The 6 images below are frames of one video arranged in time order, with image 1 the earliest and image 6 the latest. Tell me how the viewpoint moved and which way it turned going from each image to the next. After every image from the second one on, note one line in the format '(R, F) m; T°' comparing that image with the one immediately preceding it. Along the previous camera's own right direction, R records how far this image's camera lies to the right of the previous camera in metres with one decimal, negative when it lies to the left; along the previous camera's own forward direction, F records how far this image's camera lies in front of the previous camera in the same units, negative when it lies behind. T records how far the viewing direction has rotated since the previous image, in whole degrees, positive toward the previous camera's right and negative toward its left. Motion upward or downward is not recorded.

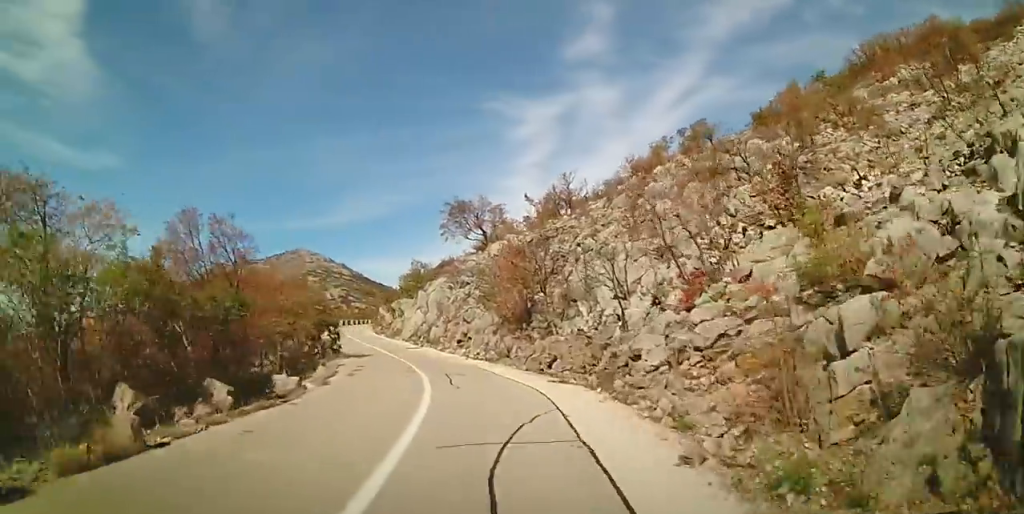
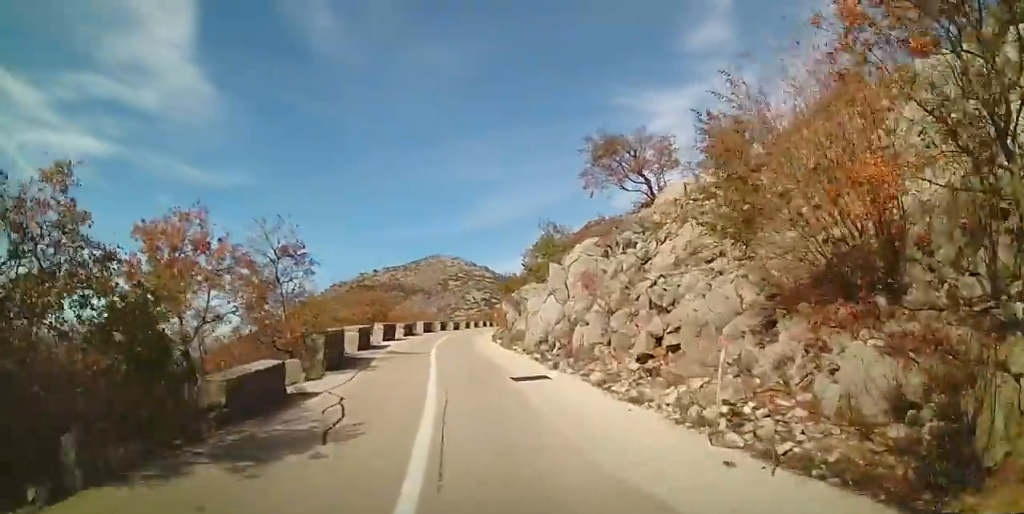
(-2.0, +16.8) m; -16°
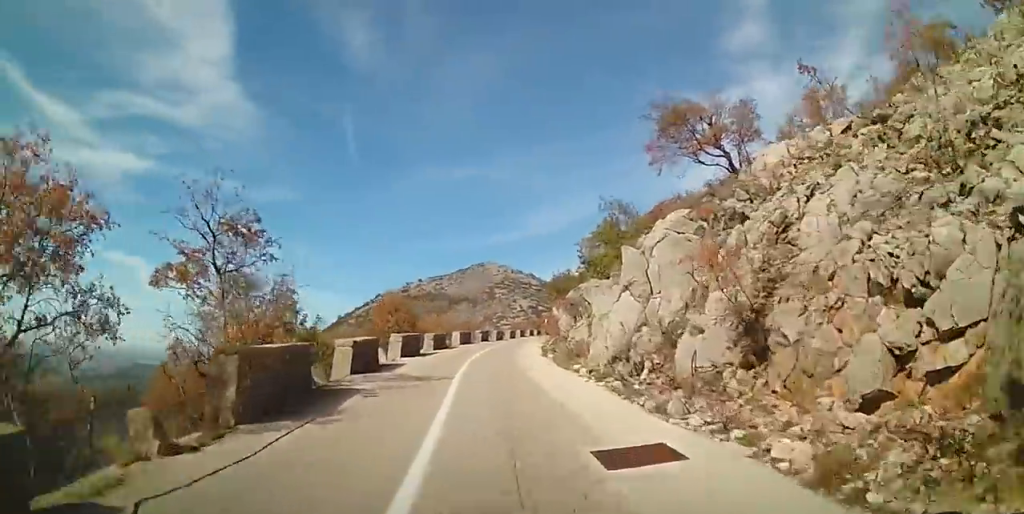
(-0.5, +6.5) m; -7°
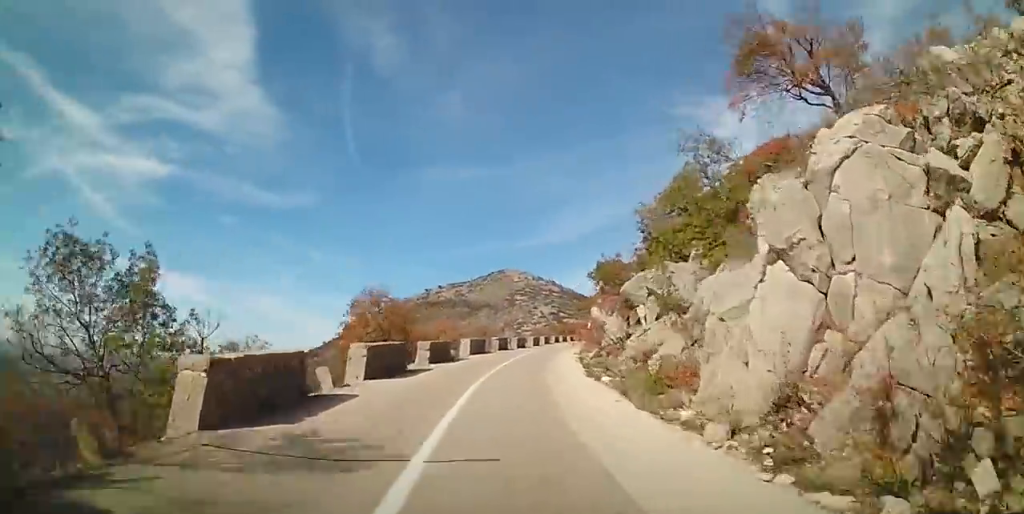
(-0.4, +8.5) m; -3°
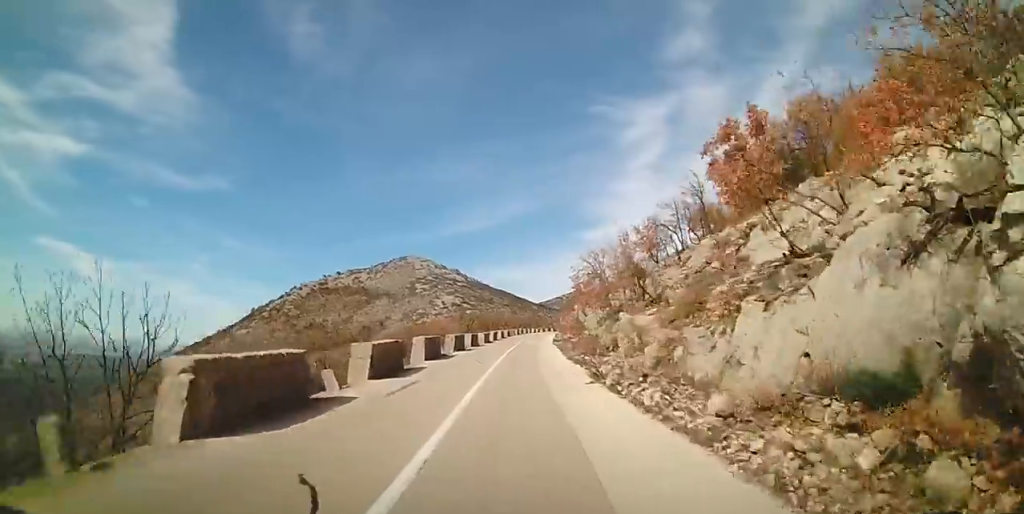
(+0.9, +36.1) m; +7°
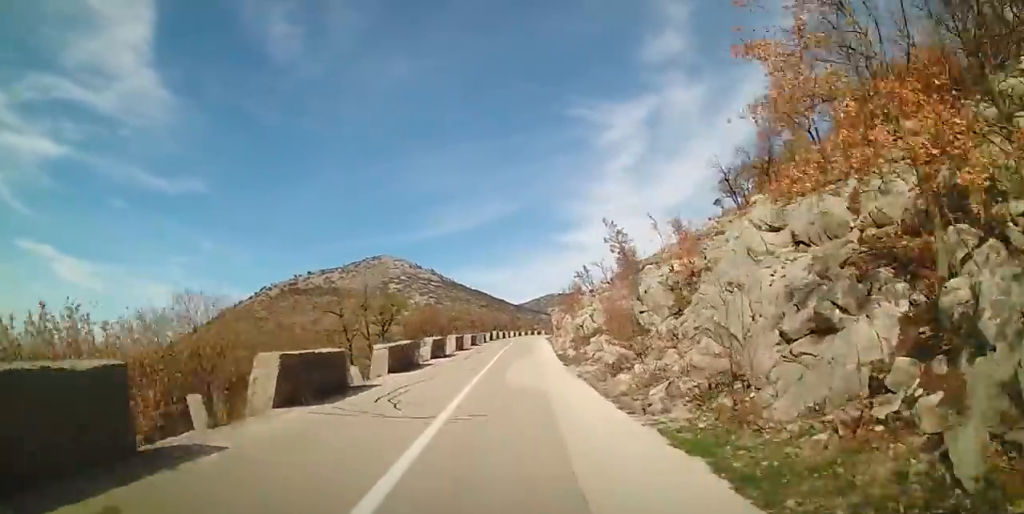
(+1.1, +25.9) m; +5°
